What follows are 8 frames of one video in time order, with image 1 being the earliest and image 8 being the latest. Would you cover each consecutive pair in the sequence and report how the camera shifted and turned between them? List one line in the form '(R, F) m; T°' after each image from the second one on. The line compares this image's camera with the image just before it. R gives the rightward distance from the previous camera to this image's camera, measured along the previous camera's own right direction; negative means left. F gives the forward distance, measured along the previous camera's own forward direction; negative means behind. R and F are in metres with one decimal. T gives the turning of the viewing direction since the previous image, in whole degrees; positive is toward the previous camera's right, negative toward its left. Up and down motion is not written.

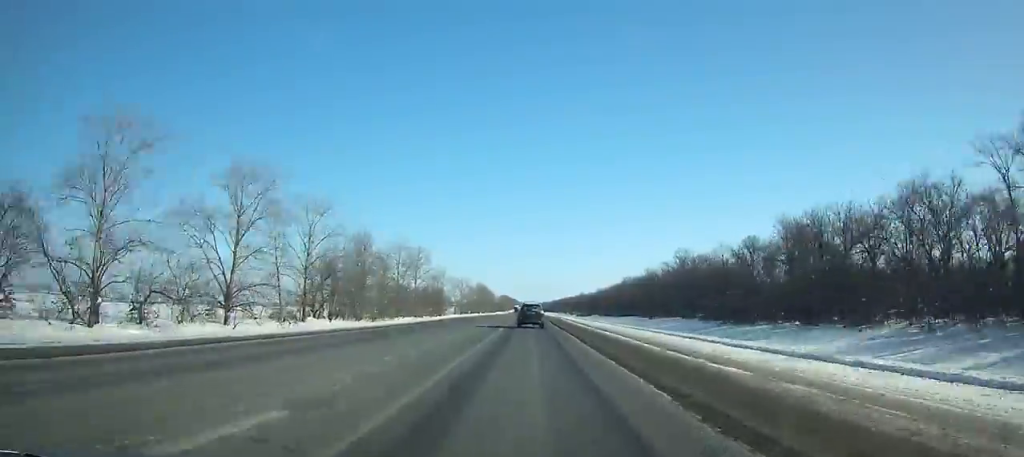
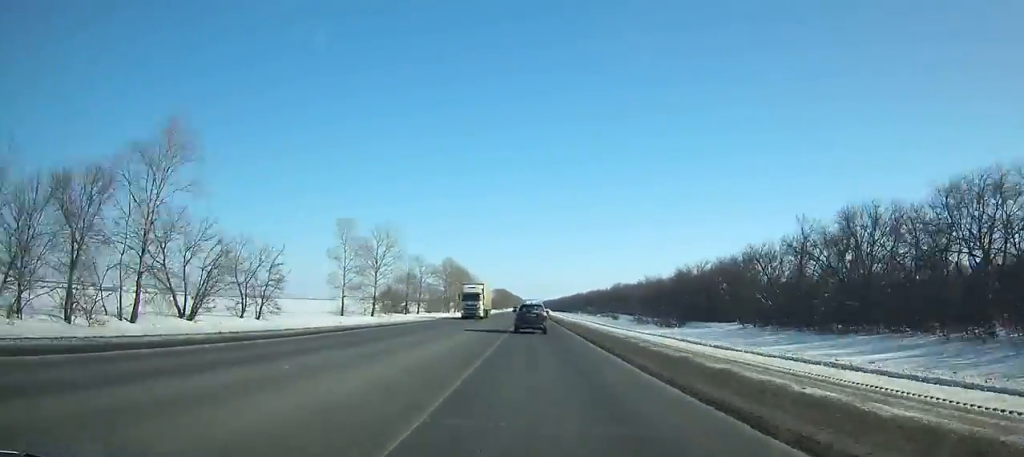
(+0.1, +134.1) m; 0°
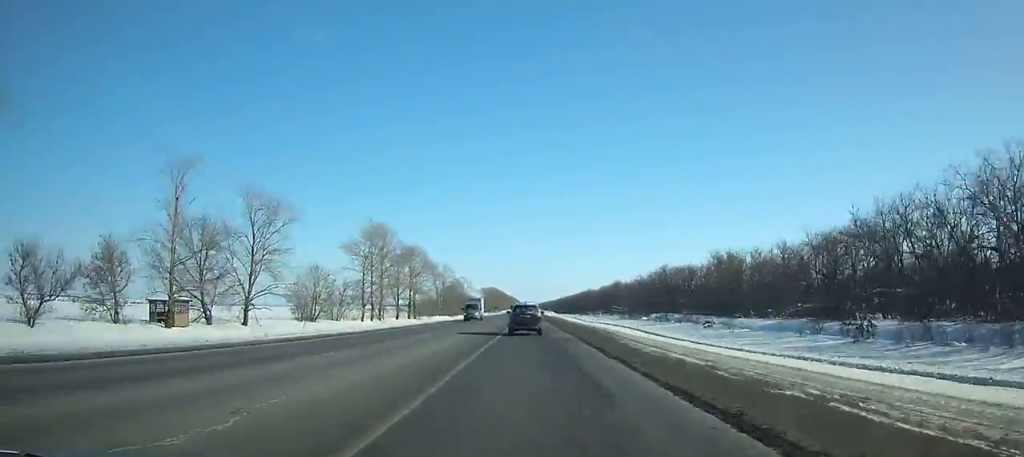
(-0.1, +82.7) m; 0°
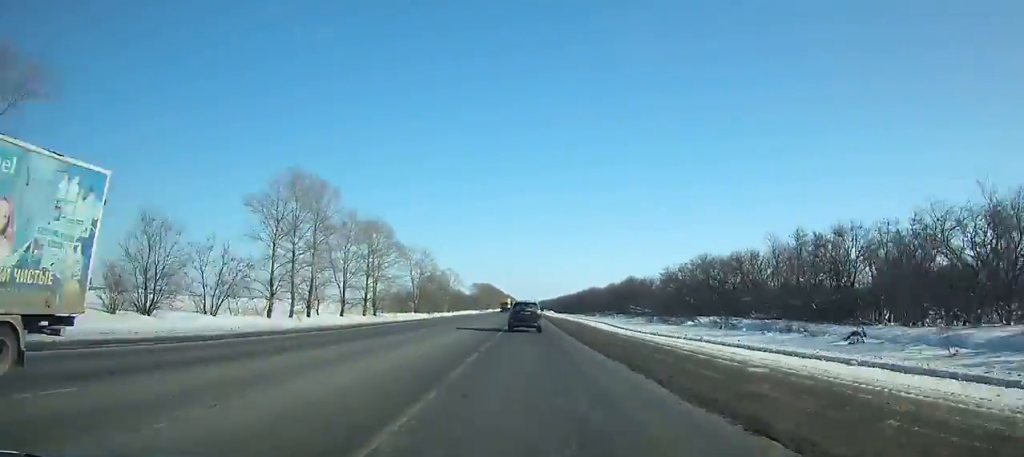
(-0.1, +34.8) m; 0°
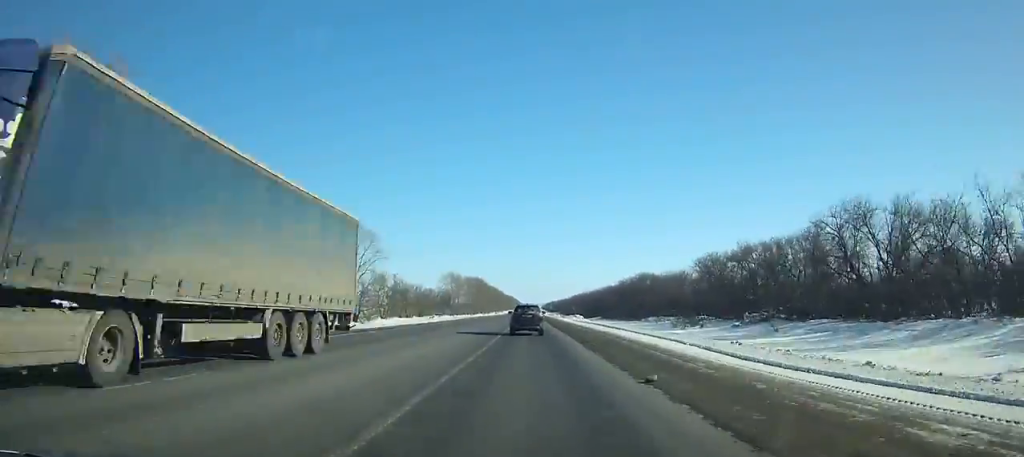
(+0.5, +116.0) m; 0°
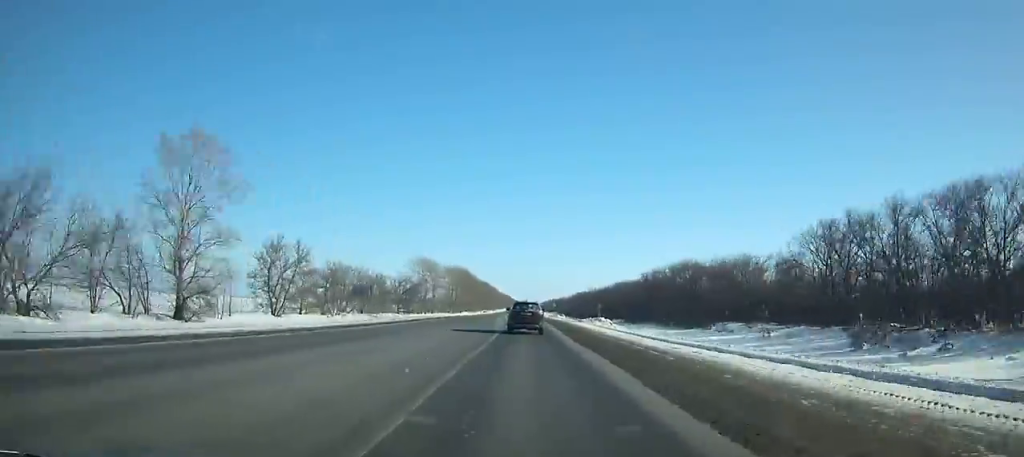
(0.0, +47.1) m; 0°
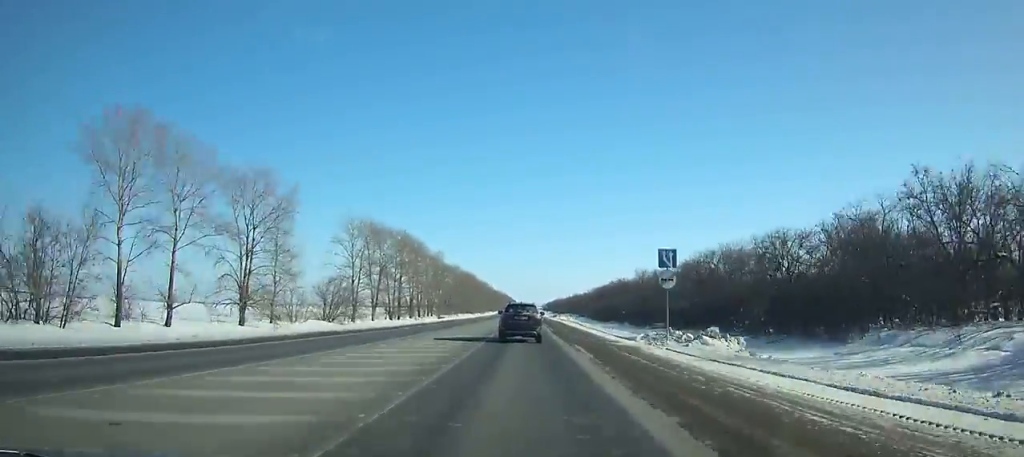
(0.0, +114.6) m; 0°
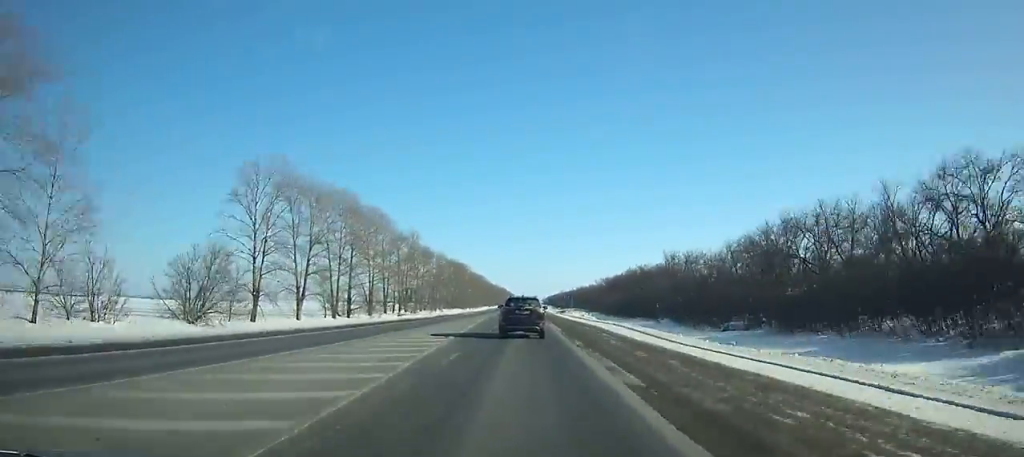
(0.0, +35.0) m; 0°
